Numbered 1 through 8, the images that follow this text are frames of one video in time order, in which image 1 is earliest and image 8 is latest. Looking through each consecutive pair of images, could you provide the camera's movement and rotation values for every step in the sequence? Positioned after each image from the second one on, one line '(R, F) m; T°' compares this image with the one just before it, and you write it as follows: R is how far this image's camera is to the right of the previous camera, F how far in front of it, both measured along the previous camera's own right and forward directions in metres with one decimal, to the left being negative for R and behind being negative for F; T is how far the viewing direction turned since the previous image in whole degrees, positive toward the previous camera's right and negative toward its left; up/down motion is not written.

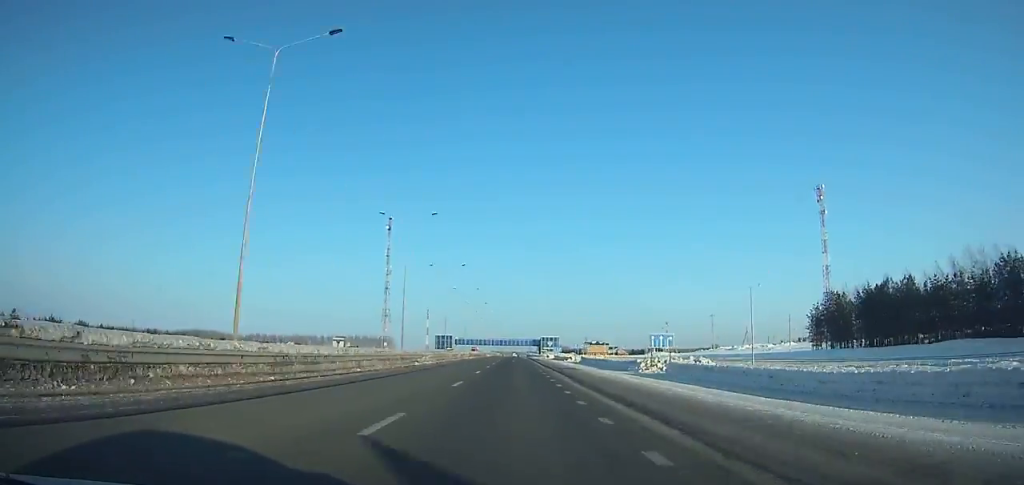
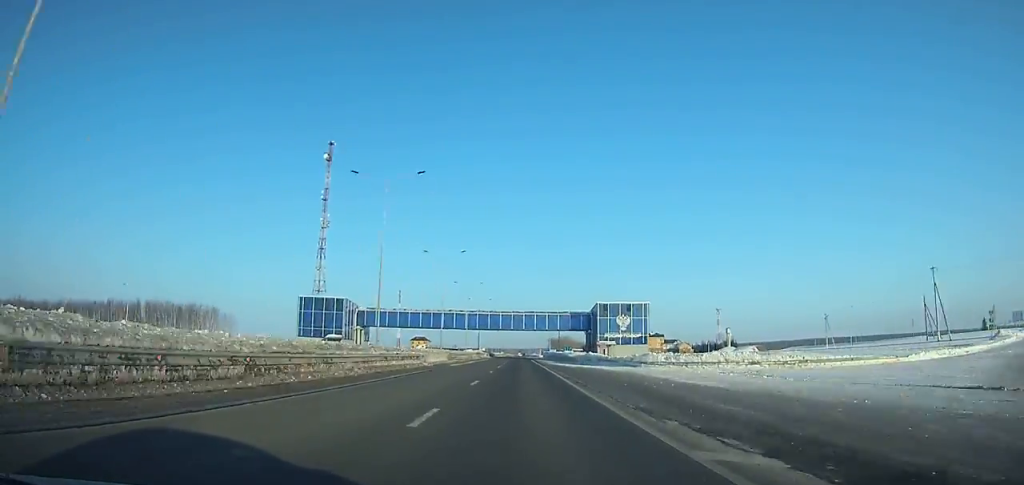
(-1.0, +192.3) m; 0°
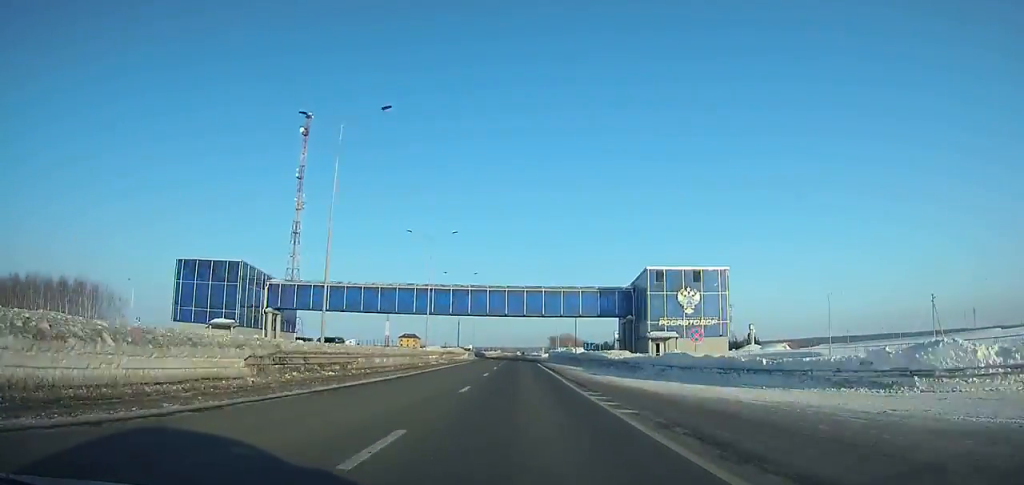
(0.0, +40.4) m; 0°
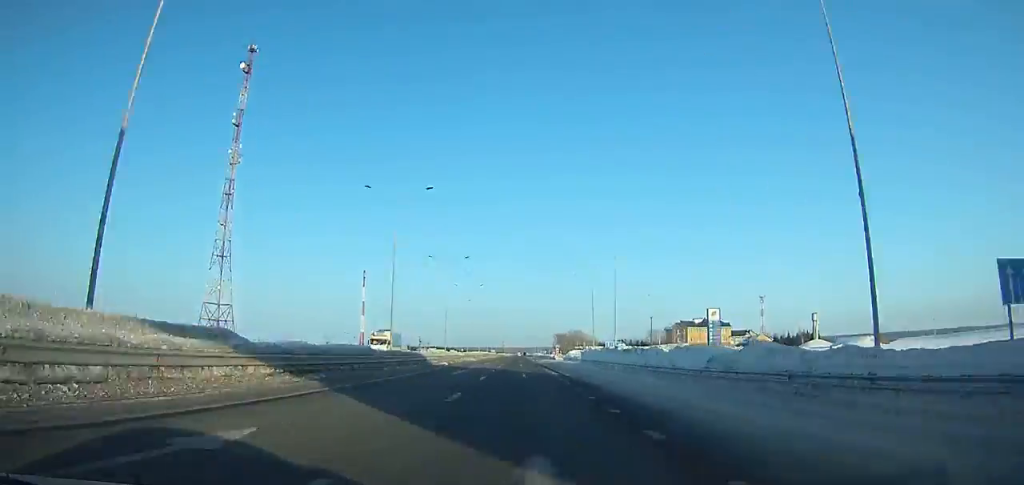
(+0.3, +76.2) m; 0°
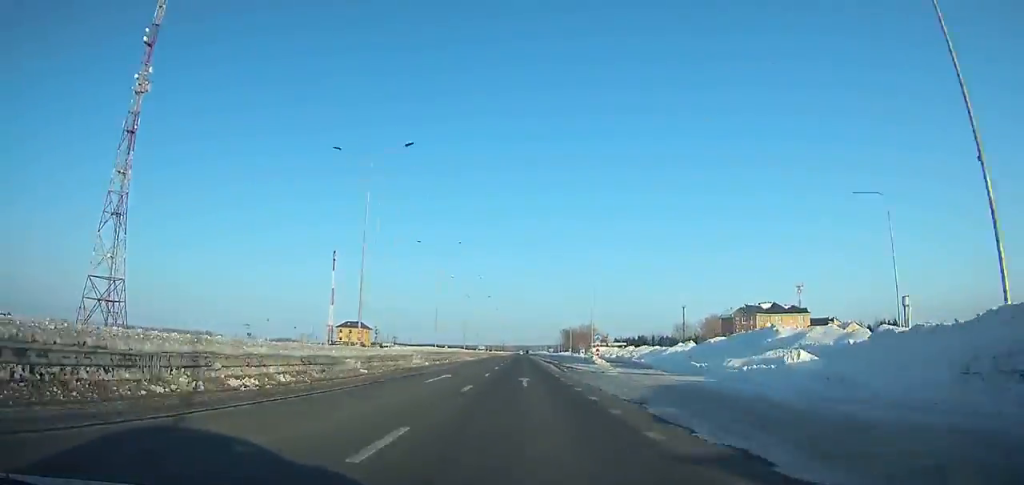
(+0.2, +68.6) m; 0°
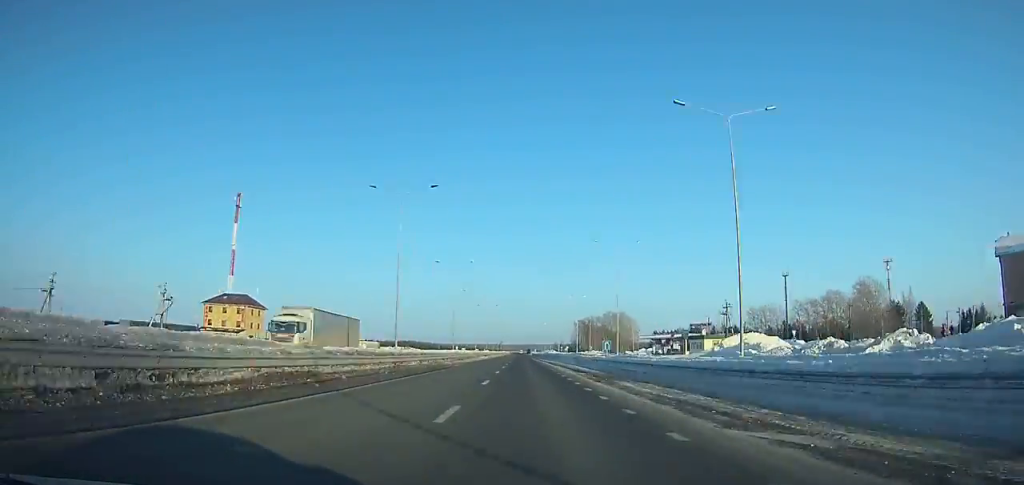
(+0.2, +115.5) m; 0°
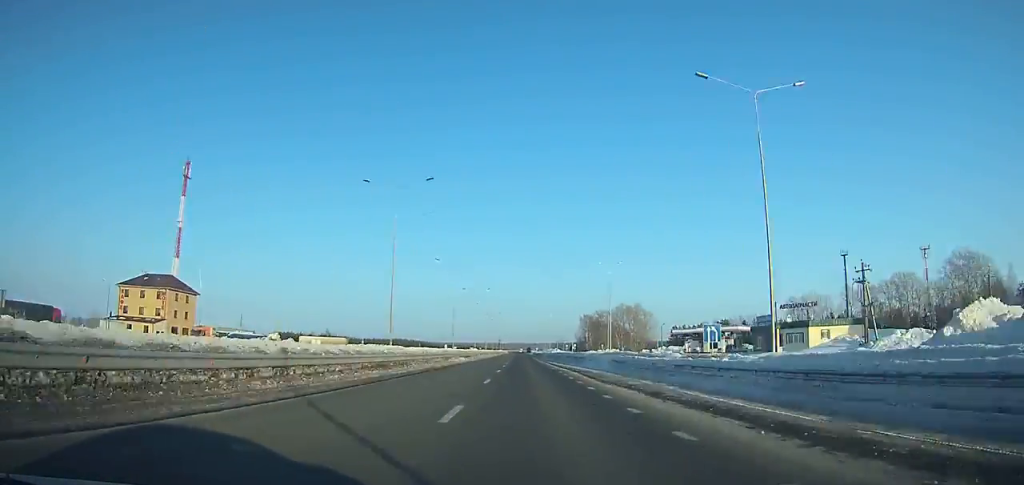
(0.0, +35.7) m; 0°
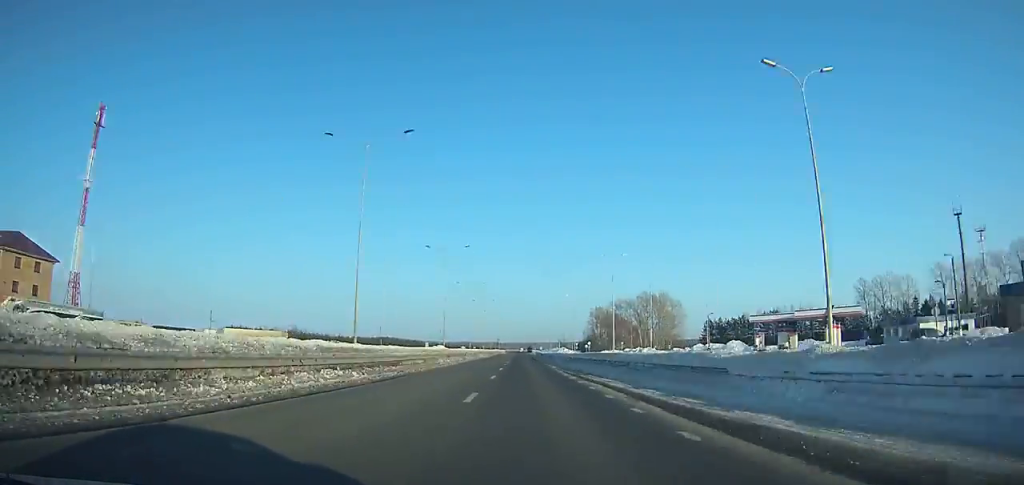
(0.0, +43.7) m; 0°
